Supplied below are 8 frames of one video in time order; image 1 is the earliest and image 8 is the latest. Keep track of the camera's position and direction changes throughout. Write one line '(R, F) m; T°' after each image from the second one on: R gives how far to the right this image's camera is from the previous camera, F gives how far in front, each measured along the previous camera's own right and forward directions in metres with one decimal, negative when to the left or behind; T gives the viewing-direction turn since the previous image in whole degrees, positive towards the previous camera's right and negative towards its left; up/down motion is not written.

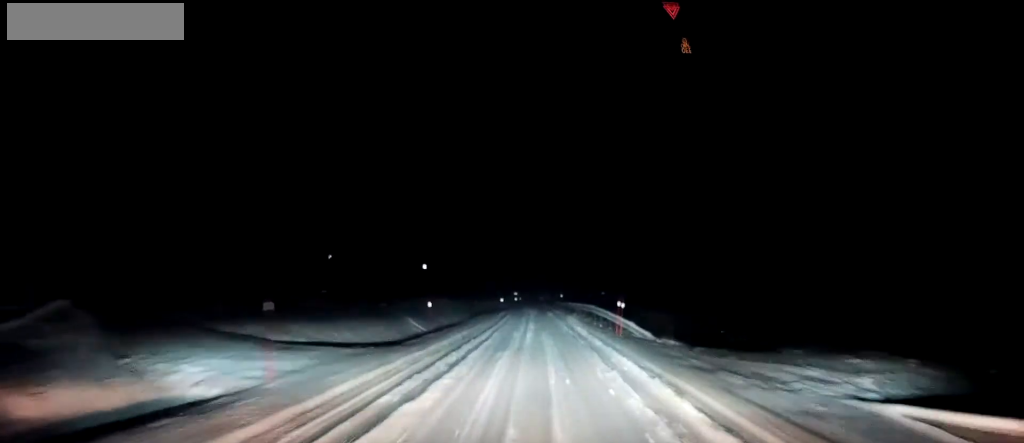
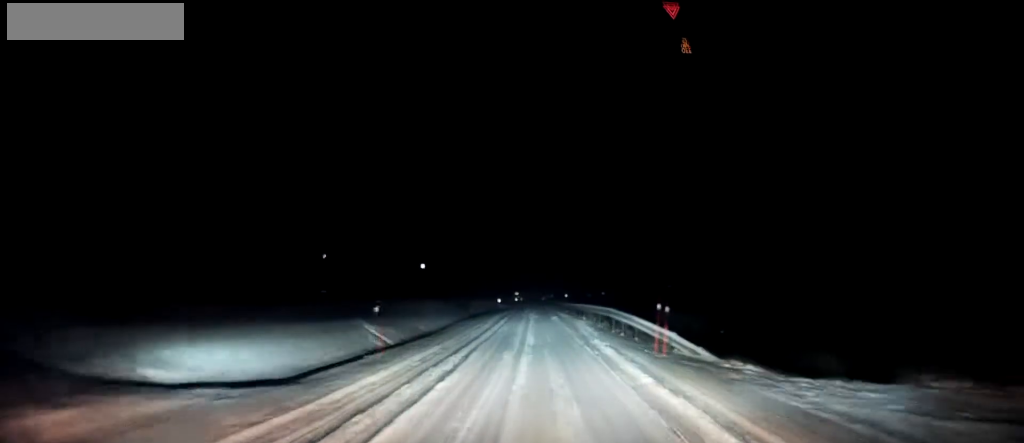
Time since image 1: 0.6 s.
(0.0, +7.2) m; 0°
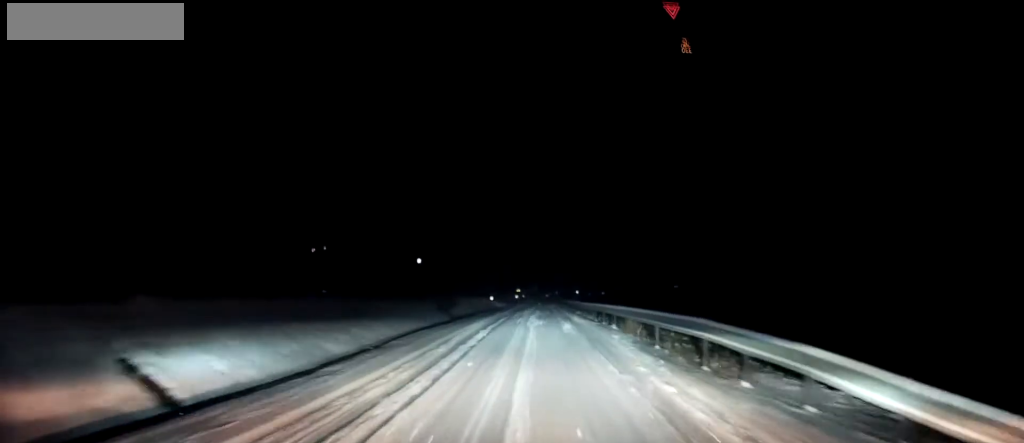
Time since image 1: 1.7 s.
(0.0, +13.5) m; -1°
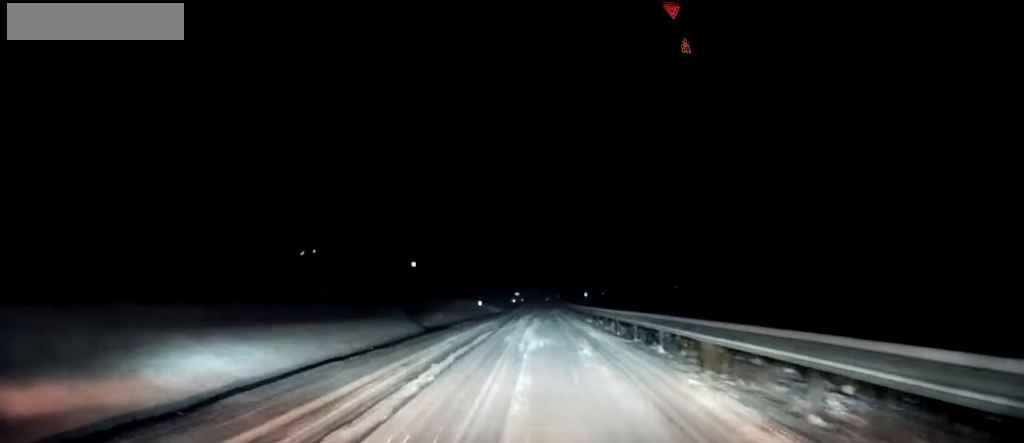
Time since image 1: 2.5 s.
(+0.1, +9.1) m; -2°
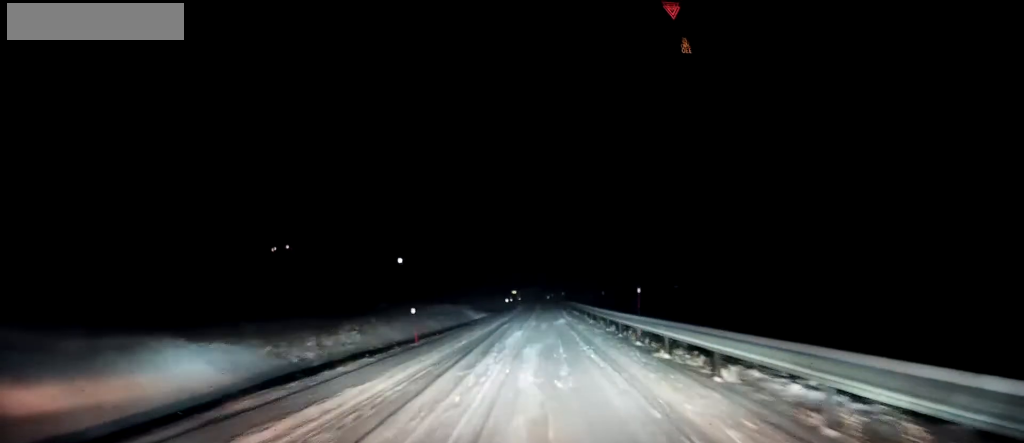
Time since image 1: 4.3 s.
(-0.1, +21.0) m; +2°
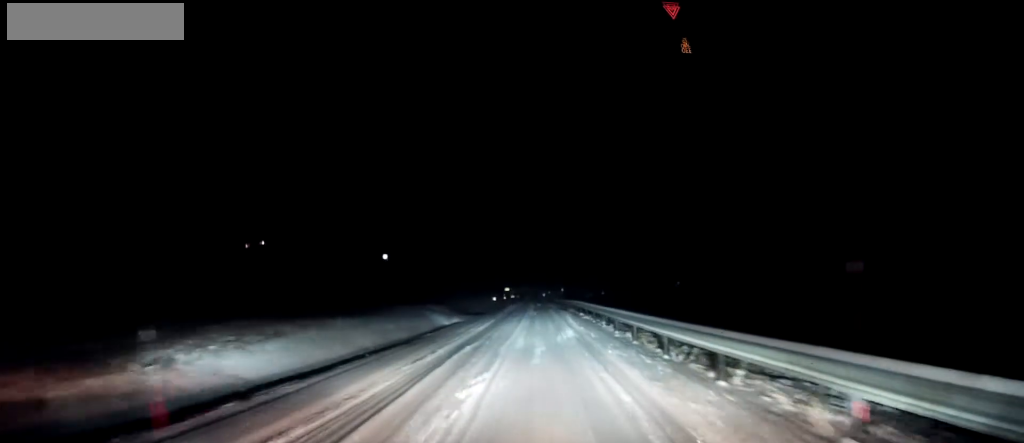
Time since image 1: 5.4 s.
(+0.1, +12.9) m; 0°
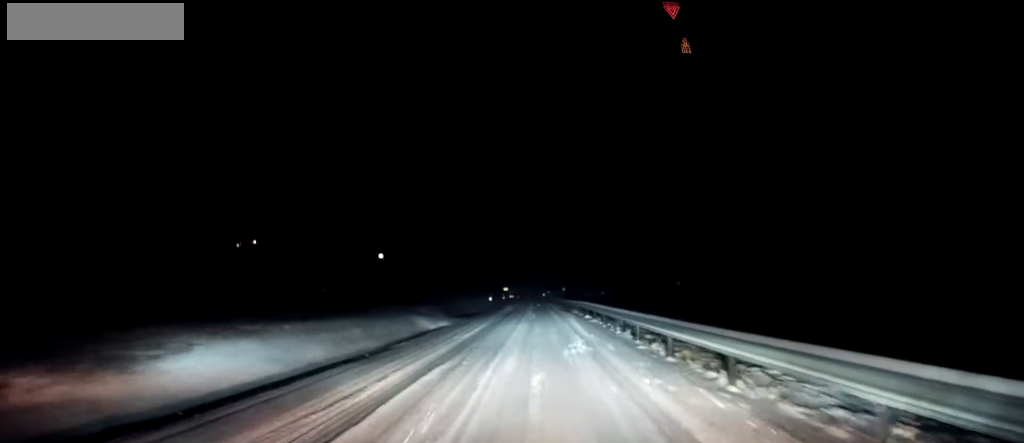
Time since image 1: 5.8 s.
(0.0, +4.6) m; 0°
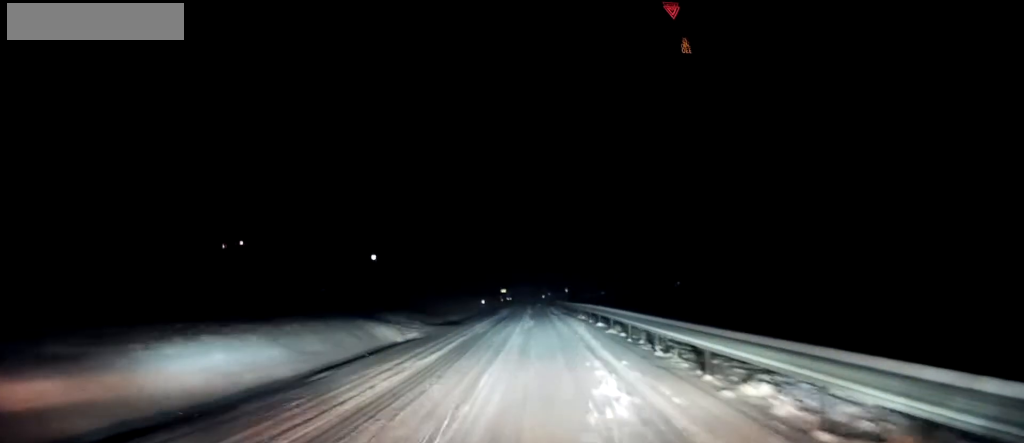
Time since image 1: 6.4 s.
(0.0, +6.9) m; 0°
